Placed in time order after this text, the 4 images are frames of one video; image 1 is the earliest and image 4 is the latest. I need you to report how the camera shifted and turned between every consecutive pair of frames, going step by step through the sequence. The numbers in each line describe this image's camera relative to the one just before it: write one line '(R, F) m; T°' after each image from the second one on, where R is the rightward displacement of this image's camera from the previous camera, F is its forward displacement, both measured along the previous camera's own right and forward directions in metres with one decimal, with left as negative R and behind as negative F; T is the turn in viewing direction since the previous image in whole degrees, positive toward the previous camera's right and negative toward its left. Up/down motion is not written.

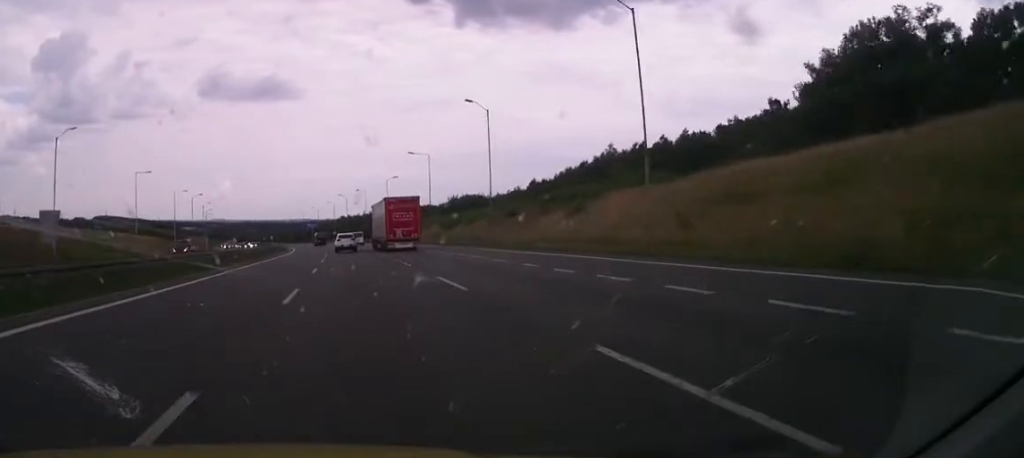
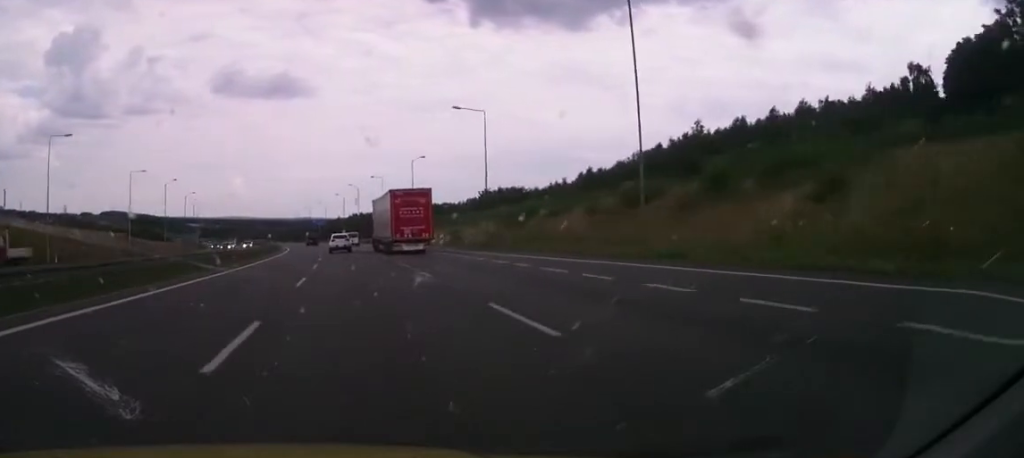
(+0.5, +30.1) m; 0°
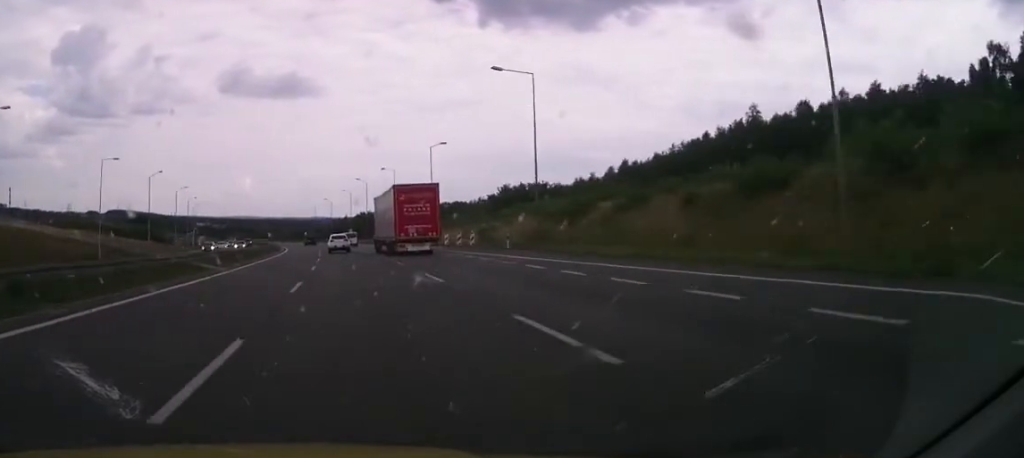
(-0.1, +13.5) m; 0°
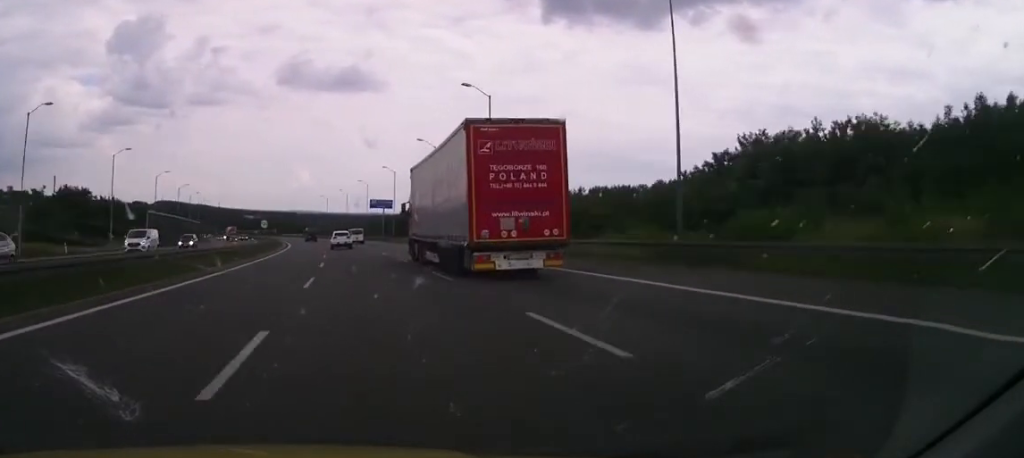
(-1.8, +82.5) m; -4°
